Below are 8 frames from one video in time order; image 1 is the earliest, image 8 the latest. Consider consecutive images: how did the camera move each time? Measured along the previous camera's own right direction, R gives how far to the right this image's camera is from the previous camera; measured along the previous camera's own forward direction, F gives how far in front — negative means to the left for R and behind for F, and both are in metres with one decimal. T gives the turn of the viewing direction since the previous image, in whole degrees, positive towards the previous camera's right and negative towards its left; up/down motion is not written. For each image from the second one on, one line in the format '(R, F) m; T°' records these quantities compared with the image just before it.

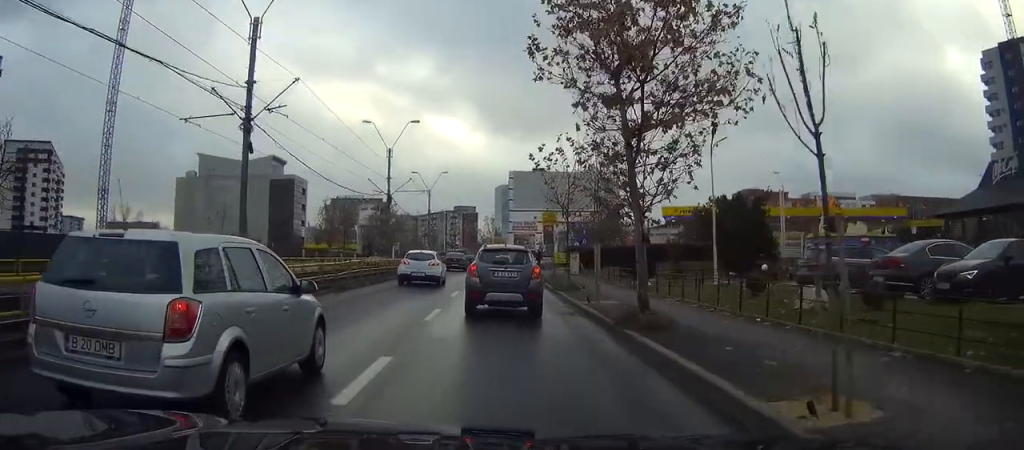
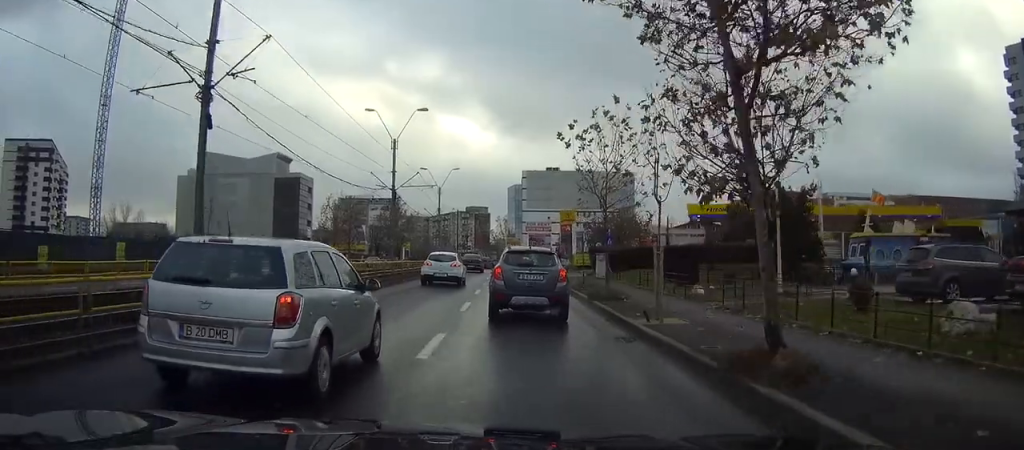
(0.0, +5.3) m; -1°
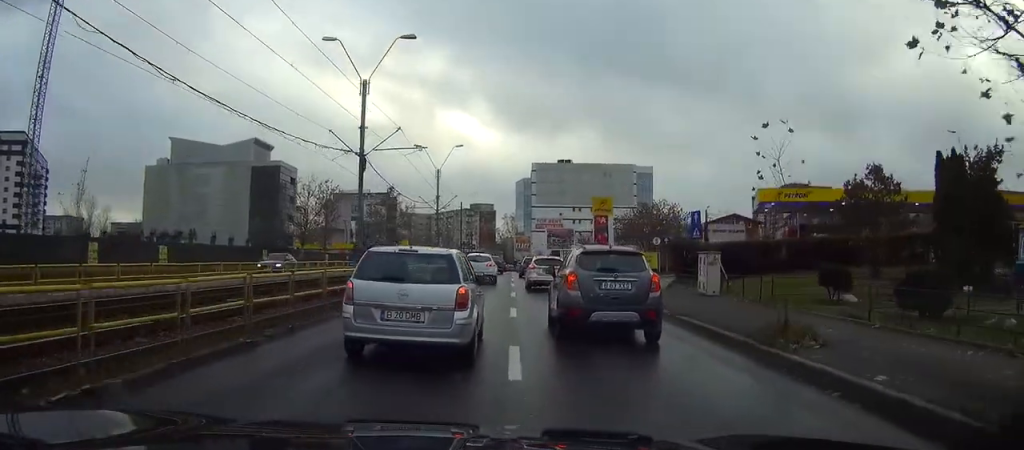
(-0.3, +17.8) m; -1°
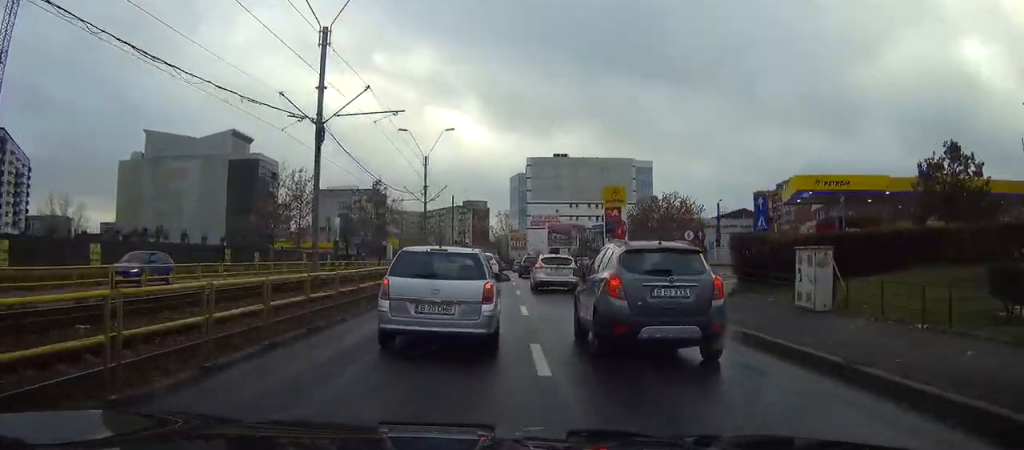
(0.0, +7.7) m; 0°
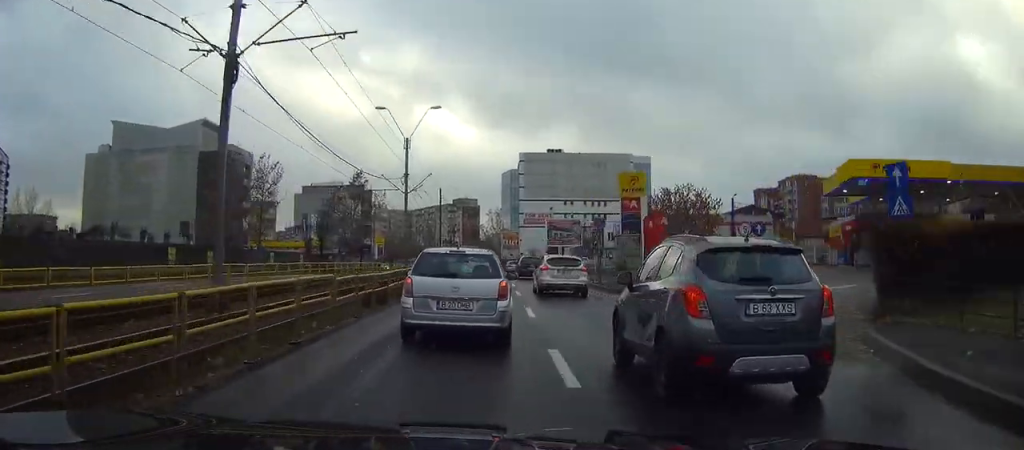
(0.0, +9.1) m; +1°
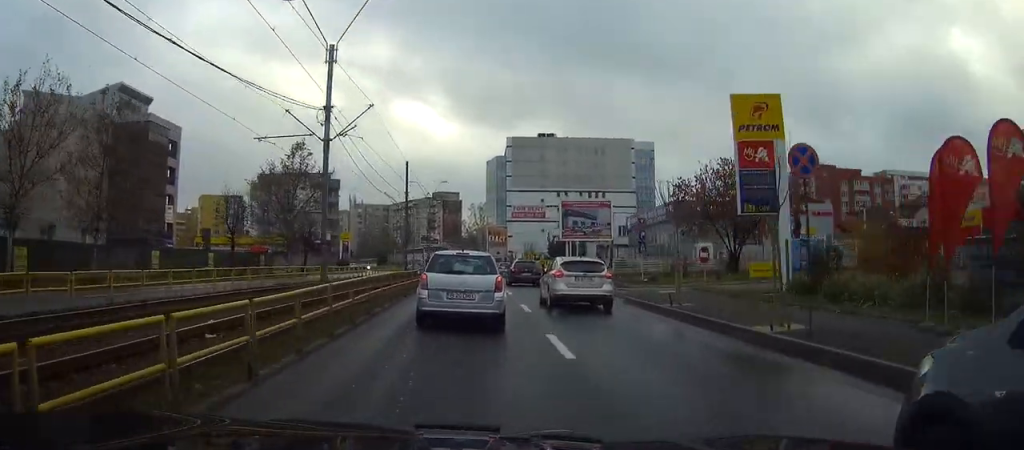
(+0.3, +22.8) m; +1°
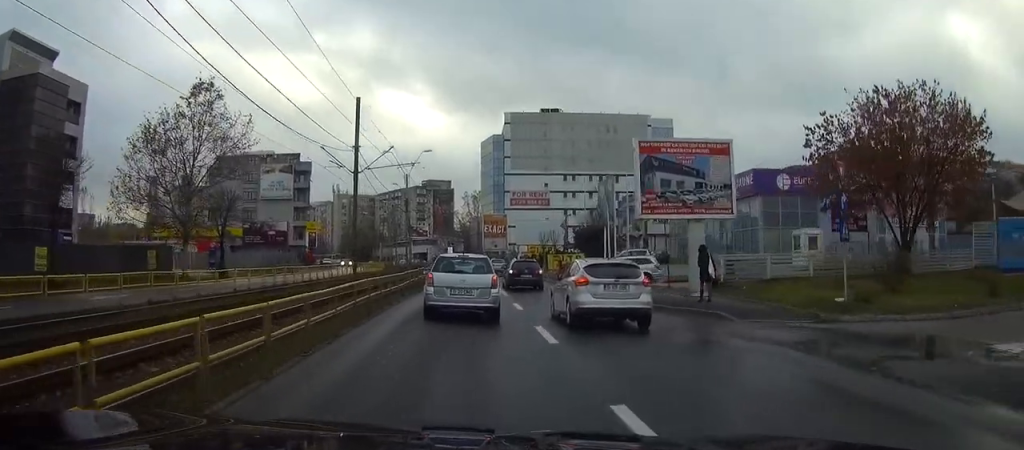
(+0.3, +22.9) m; +1°
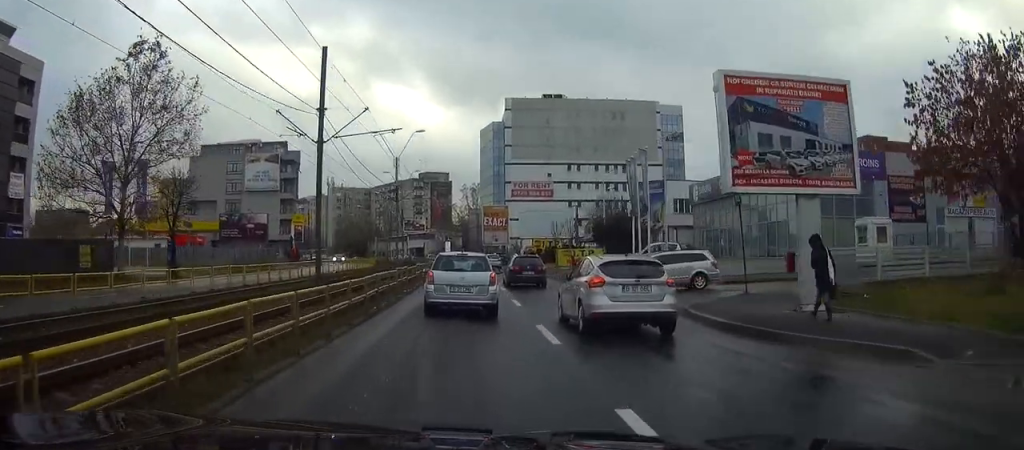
(0.0, +8.5) m; 0°
